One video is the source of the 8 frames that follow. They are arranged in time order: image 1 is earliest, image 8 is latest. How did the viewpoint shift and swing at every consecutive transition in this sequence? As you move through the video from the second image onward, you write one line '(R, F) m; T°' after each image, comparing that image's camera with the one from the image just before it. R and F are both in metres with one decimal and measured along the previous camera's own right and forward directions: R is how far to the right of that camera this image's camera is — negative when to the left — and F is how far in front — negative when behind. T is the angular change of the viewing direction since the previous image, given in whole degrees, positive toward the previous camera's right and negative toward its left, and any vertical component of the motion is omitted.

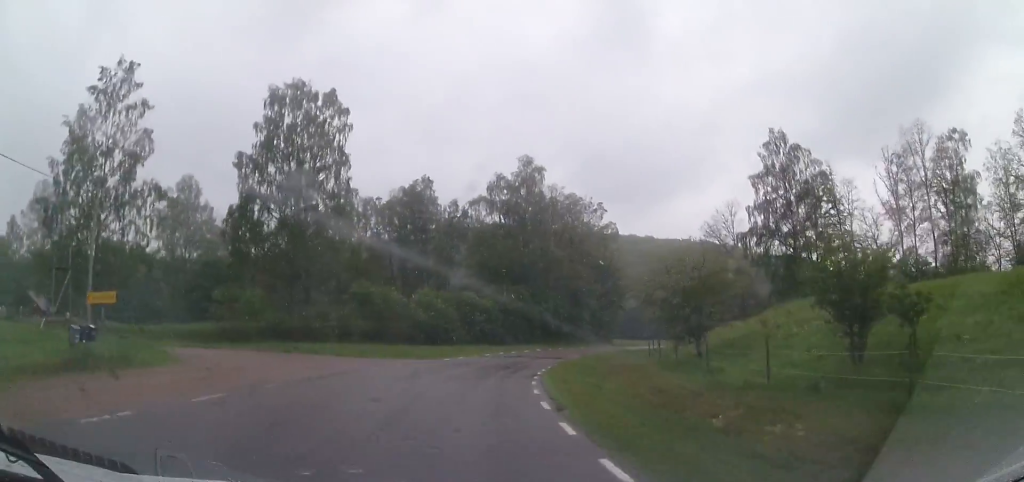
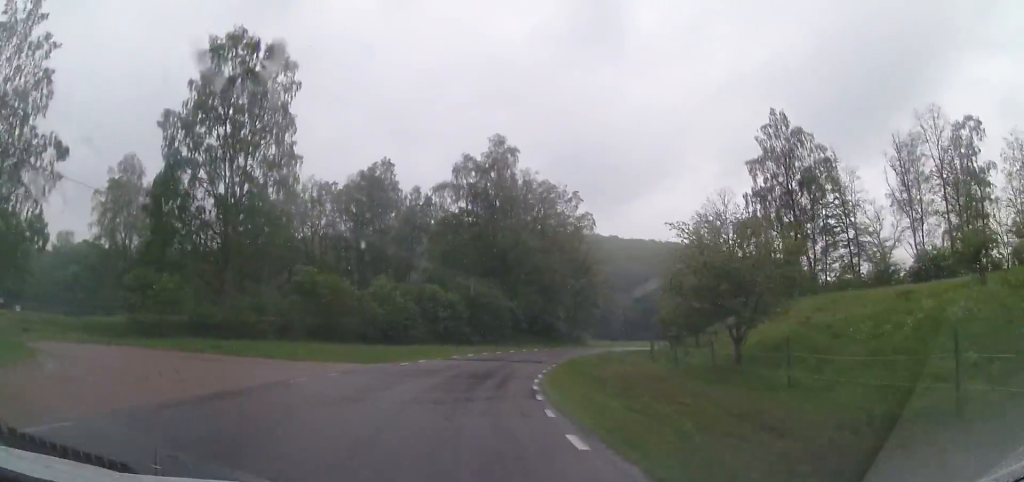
(-0.1, +6.0) m; +1°
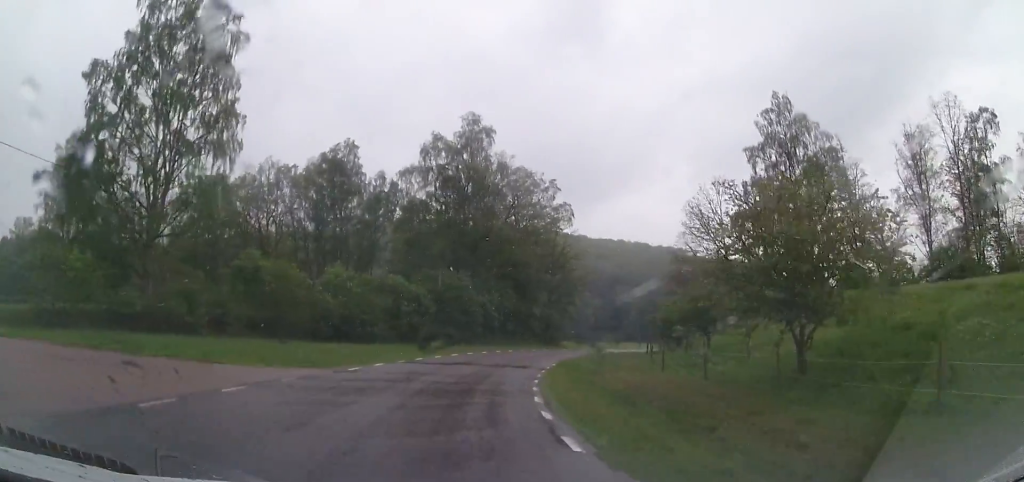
(-0.1, +4.9) m; +1°
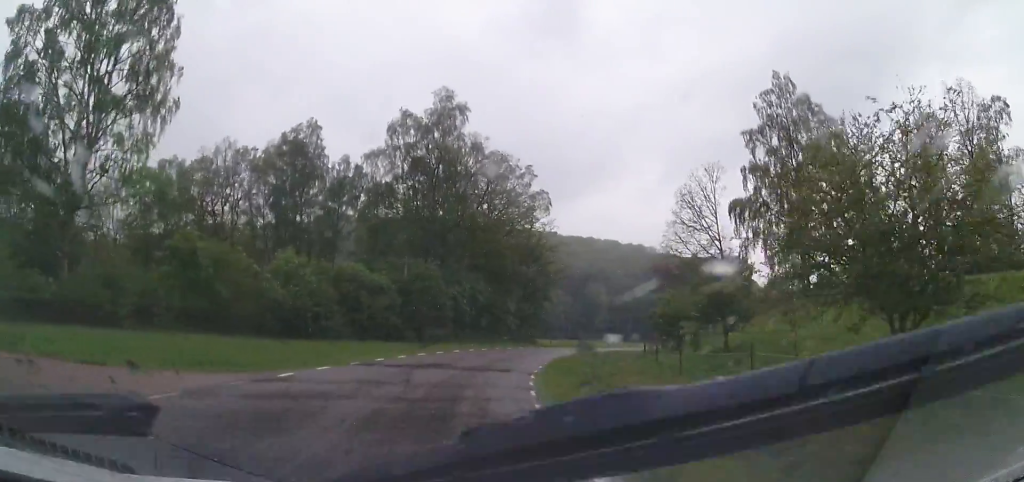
(+0.2, +4.3) m; +3°
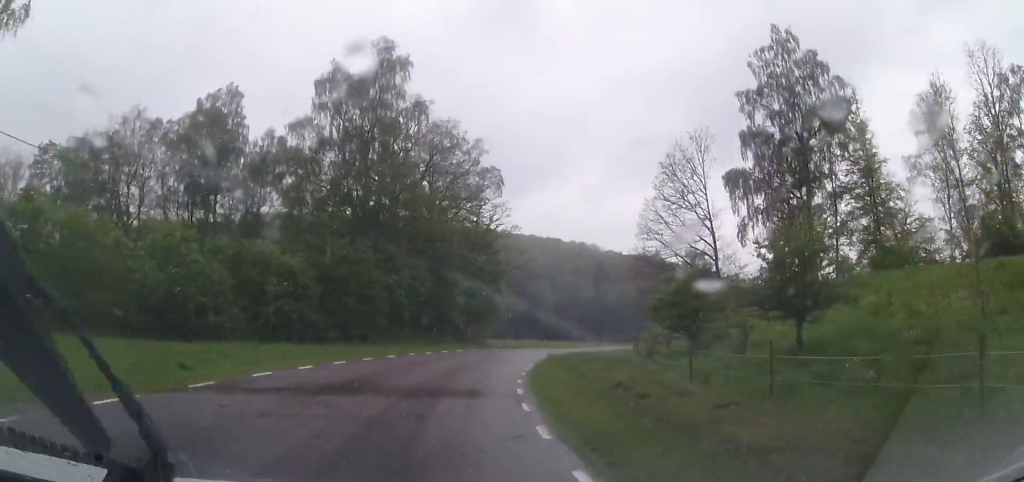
(+0.3, +7.8) m; +6°
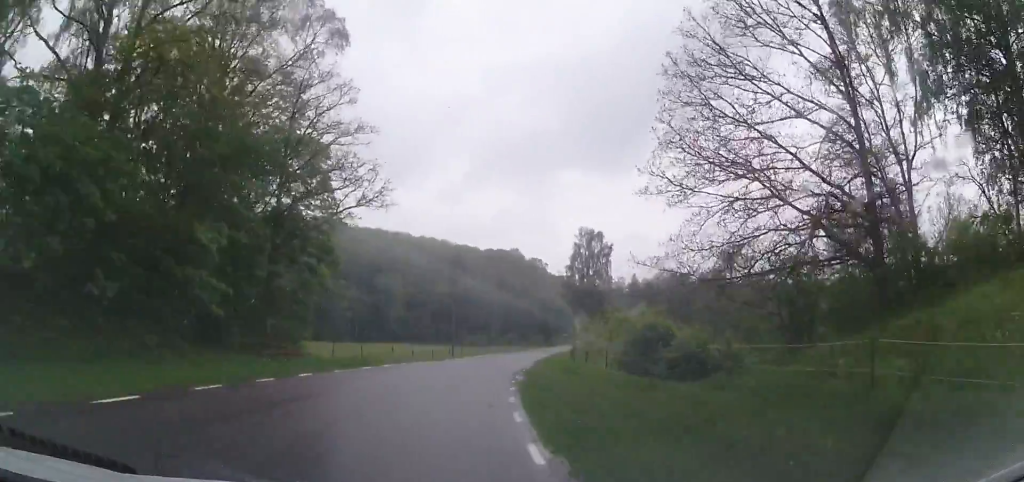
(+4.2, +26.9) m; +16°
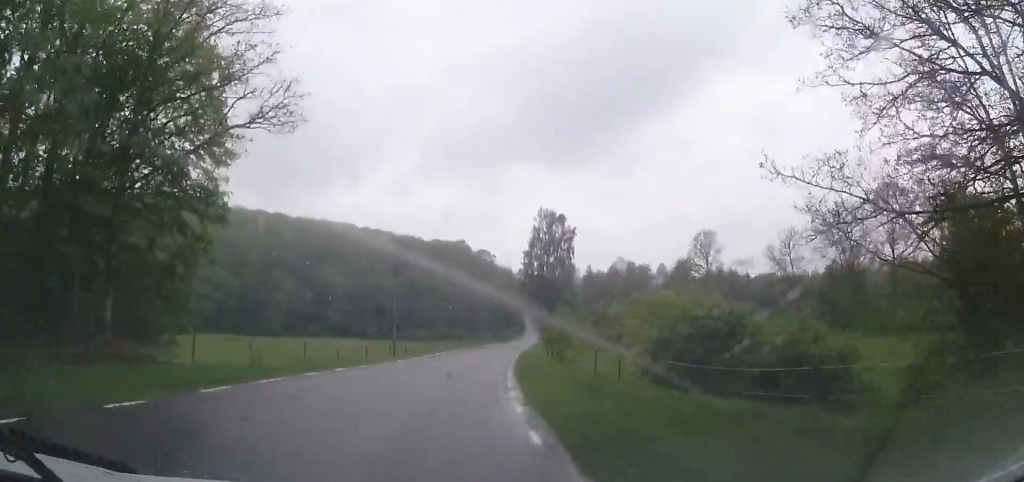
(+0.4, +10.9) m; +3°
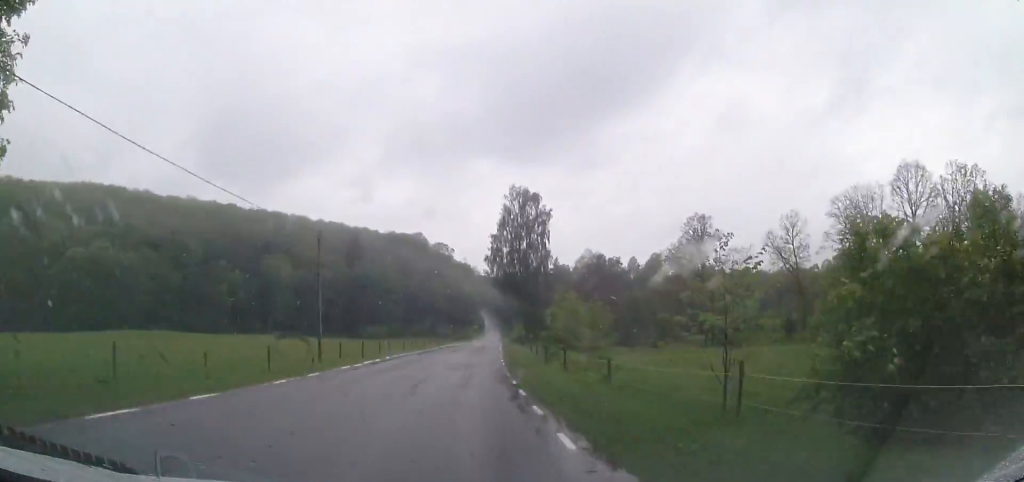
(+0.3, +12.5) m; +4°
